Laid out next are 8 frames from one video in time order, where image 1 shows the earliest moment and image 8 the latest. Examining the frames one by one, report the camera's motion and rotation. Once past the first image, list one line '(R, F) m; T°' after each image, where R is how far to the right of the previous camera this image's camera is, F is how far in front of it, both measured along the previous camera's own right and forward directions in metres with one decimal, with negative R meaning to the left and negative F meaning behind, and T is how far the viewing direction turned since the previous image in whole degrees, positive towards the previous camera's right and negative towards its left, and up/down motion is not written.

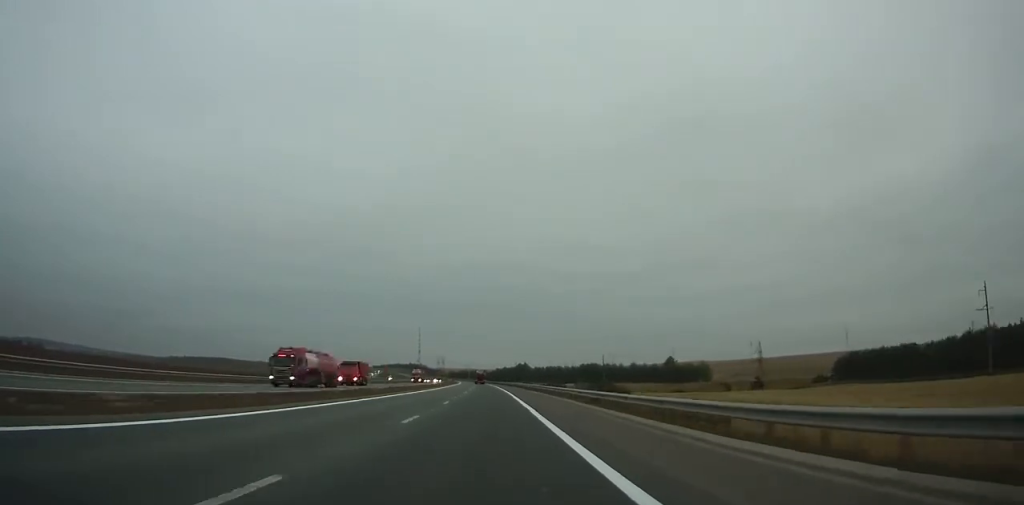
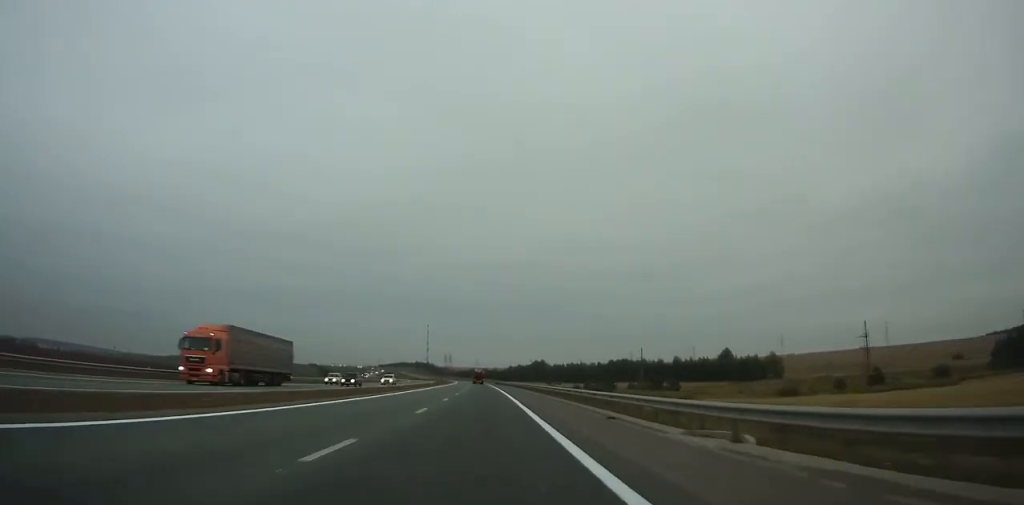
(-1.1, +79.0) m; -2°
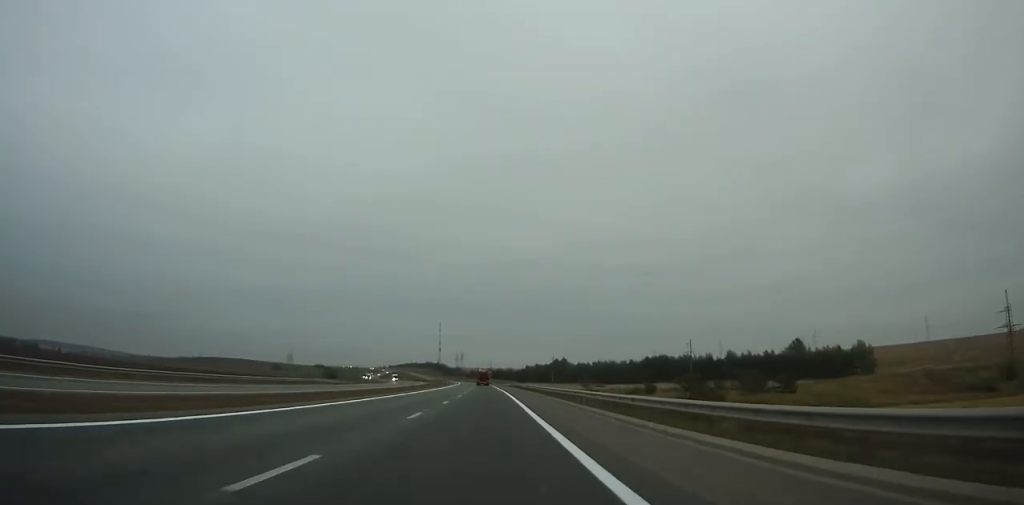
(-1.0, +61.4) m; -1°
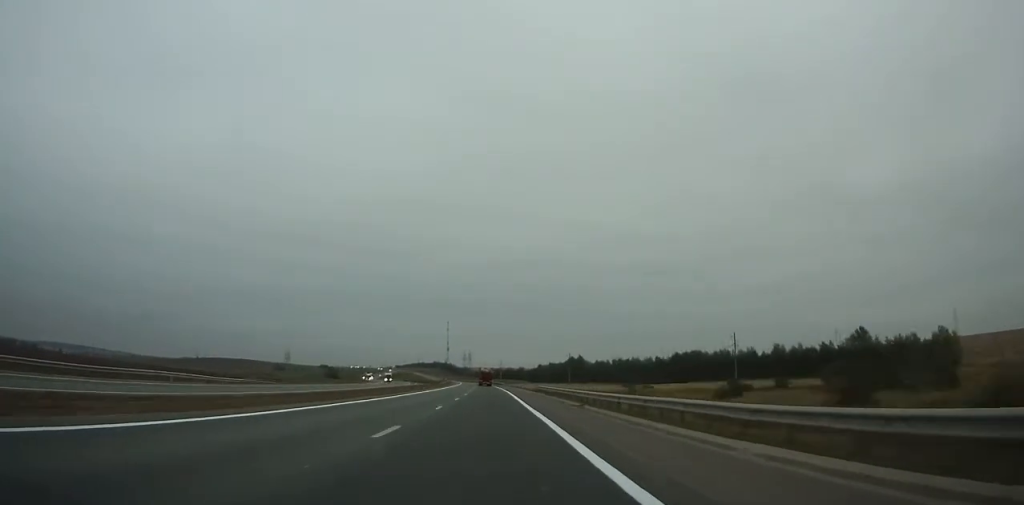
(0.0, +40.5) m; -1°
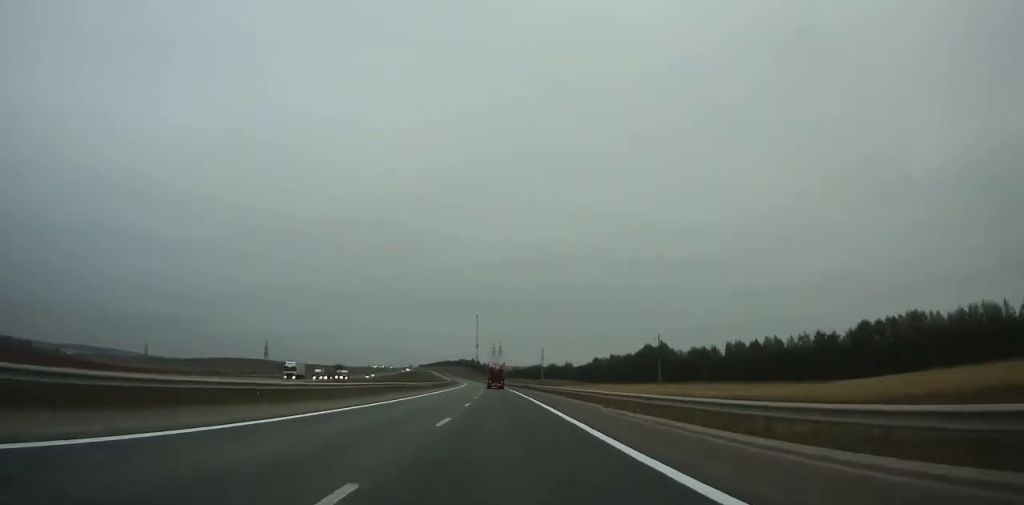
(-4.6, +149.4) m; -3°
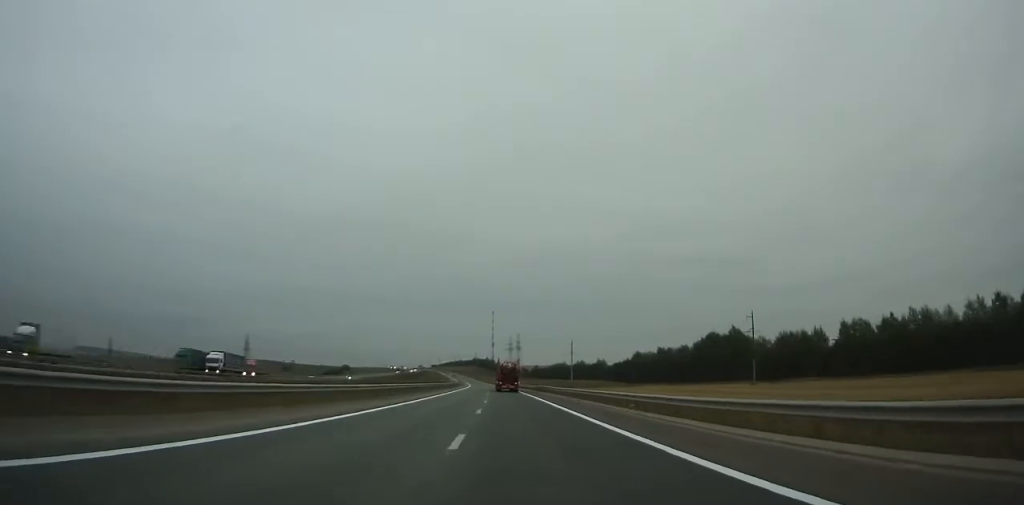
(-1.1, +78.3) m; -2°
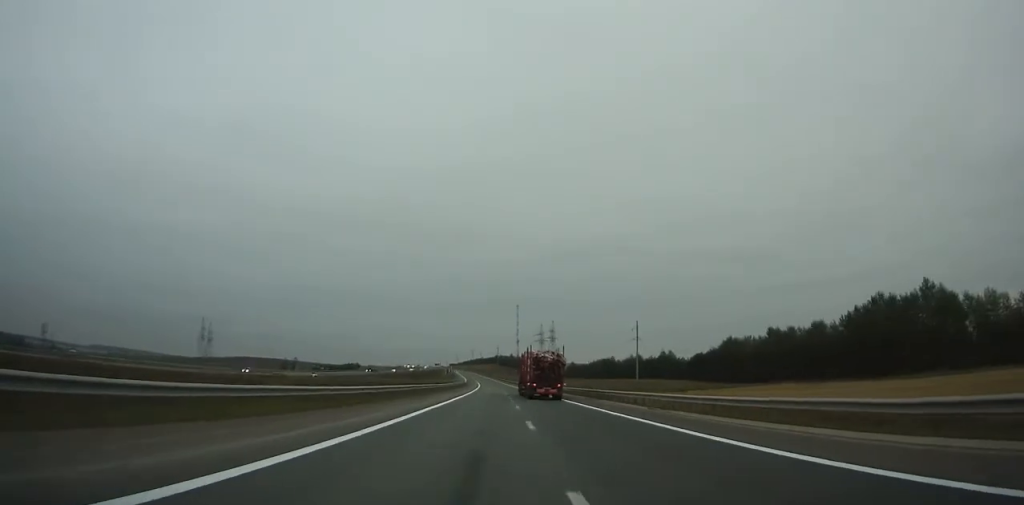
(-2.3, +106.5) m; -2°
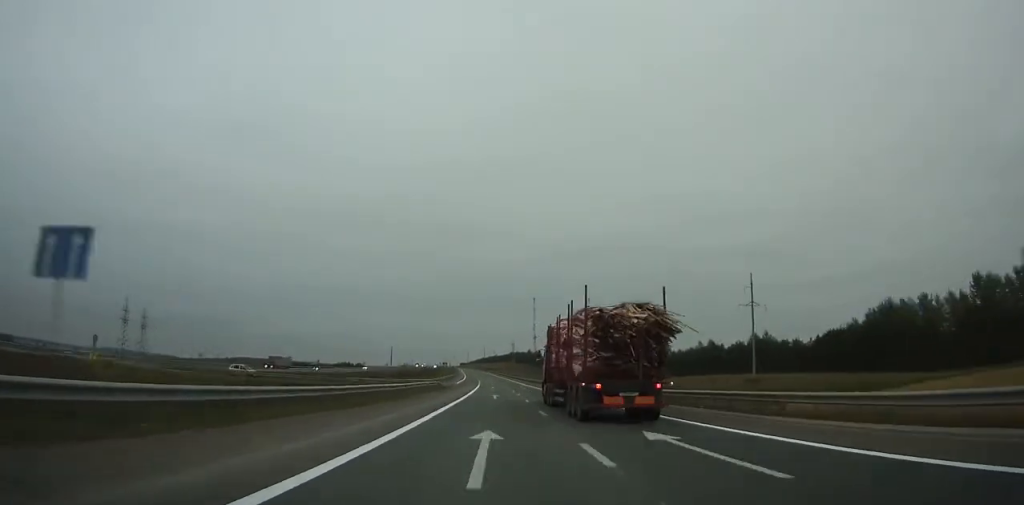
(-1.4, +92.1) m; -1°
